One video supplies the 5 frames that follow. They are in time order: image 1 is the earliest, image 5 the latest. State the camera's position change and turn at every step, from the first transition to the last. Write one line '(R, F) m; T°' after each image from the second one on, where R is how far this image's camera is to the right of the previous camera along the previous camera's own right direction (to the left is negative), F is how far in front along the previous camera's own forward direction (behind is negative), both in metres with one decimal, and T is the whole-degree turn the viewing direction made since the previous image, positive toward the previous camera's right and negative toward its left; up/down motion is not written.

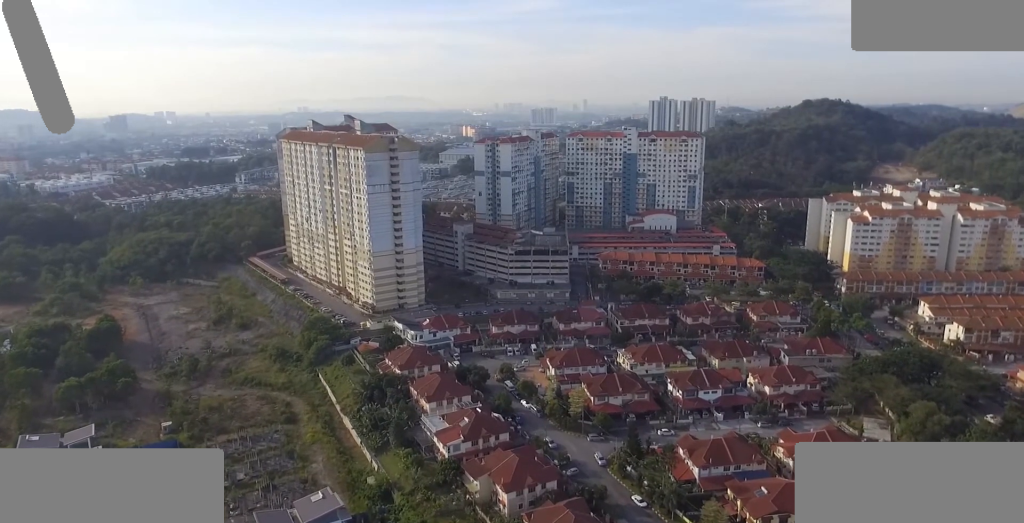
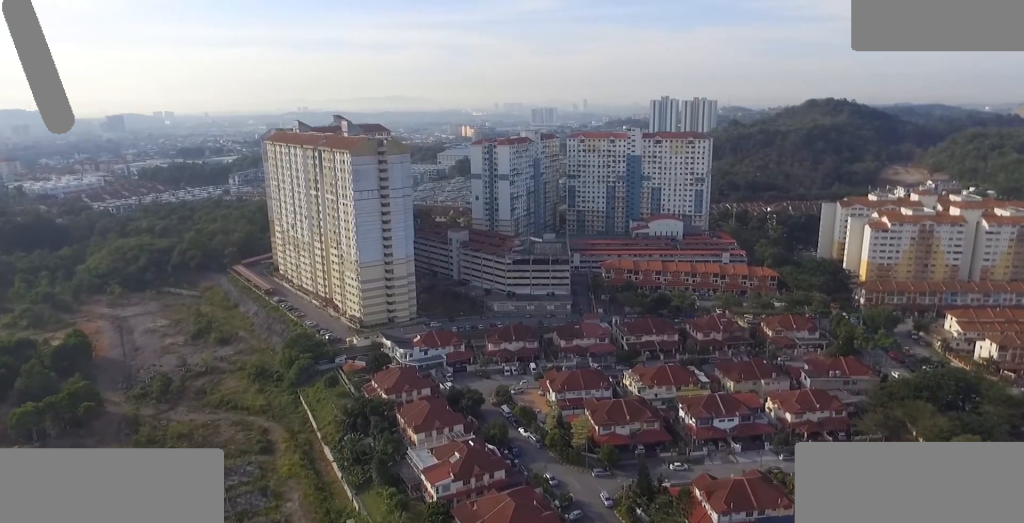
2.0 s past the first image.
(+0.1, +19.4) m; 0°
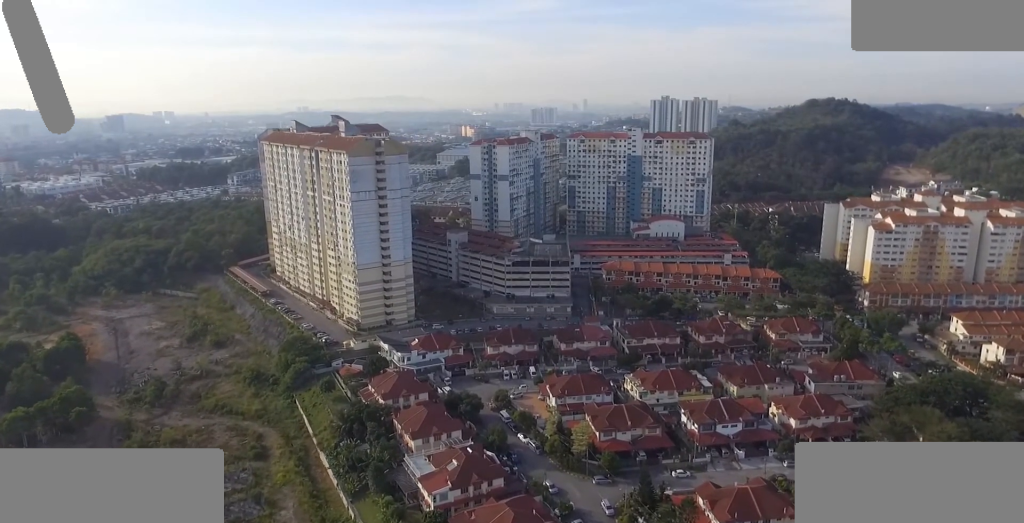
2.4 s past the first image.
(0.0, +4.0) m; 0°
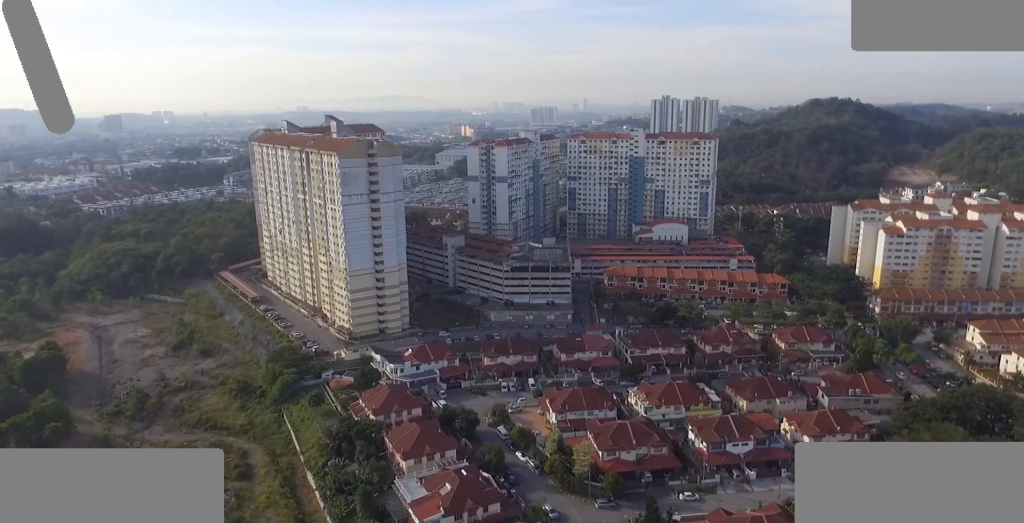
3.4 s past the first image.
(-0.1, +10.7) m; -2°
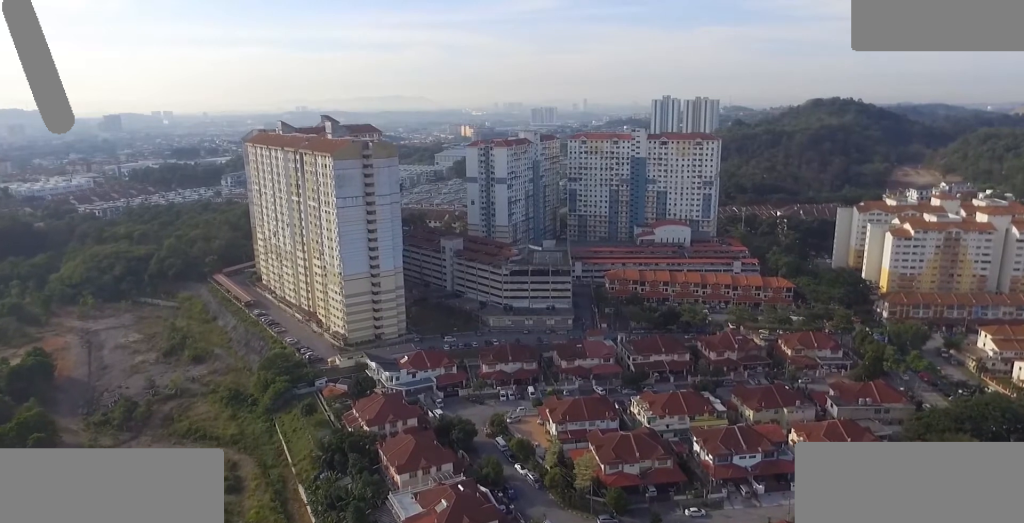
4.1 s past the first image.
(-0.3, +6.3) m; +1°
